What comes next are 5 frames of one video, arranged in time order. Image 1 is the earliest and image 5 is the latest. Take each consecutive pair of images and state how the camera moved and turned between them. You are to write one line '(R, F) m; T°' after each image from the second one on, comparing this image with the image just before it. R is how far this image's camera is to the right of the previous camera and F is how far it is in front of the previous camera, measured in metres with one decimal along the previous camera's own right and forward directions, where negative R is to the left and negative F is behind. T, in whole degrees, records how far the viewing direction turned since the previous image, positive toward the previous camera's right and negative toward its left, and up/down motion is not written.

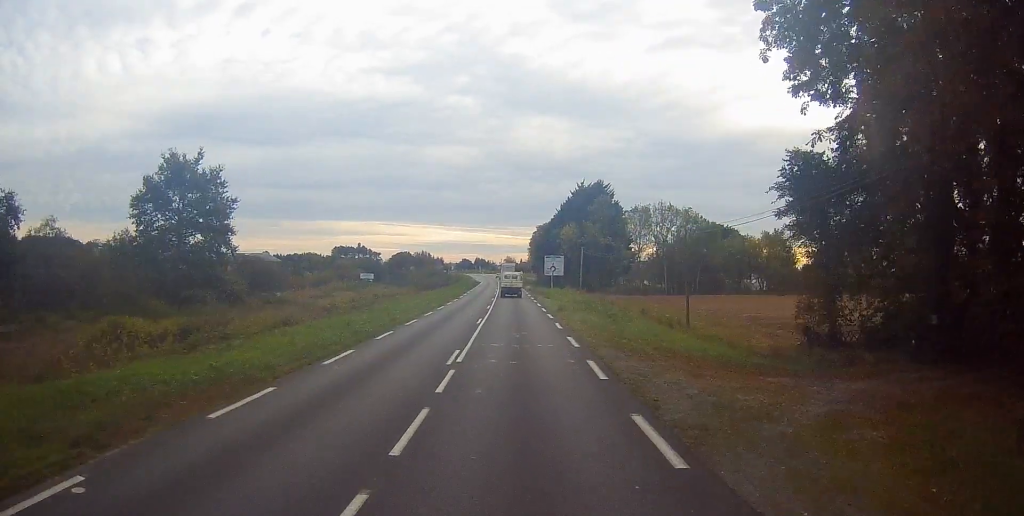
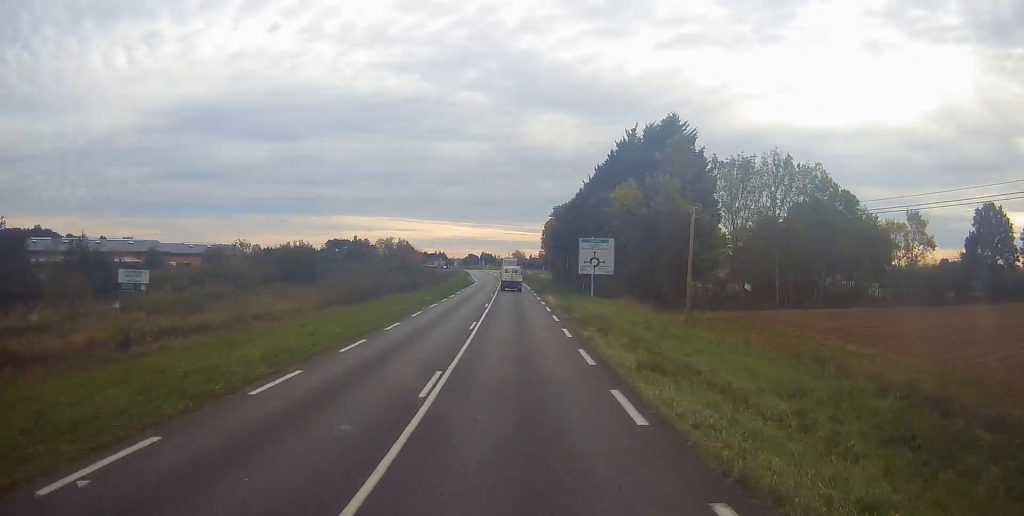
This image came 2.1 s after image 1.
(-1.4, +45.4) m; -3°
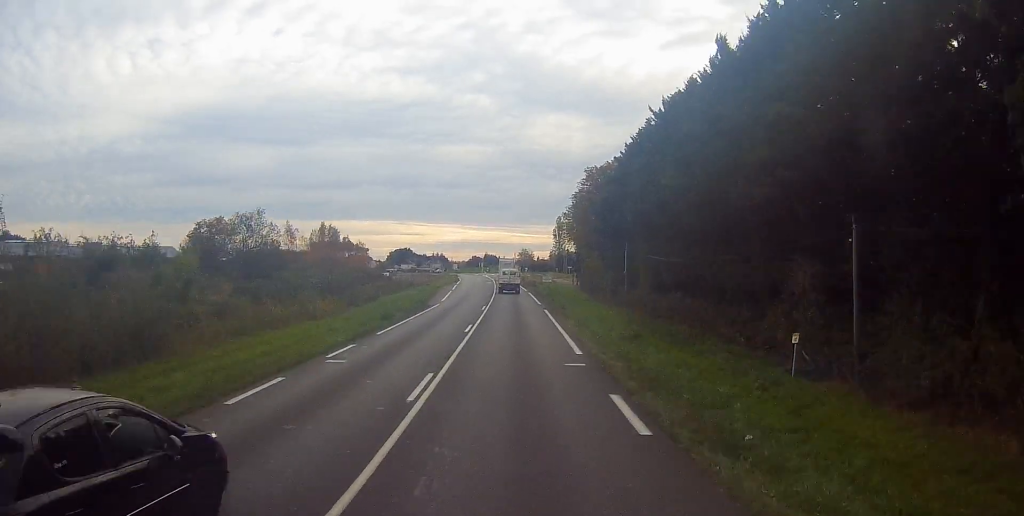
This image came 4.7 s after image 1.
(-0.2, +54.4) m; -1°
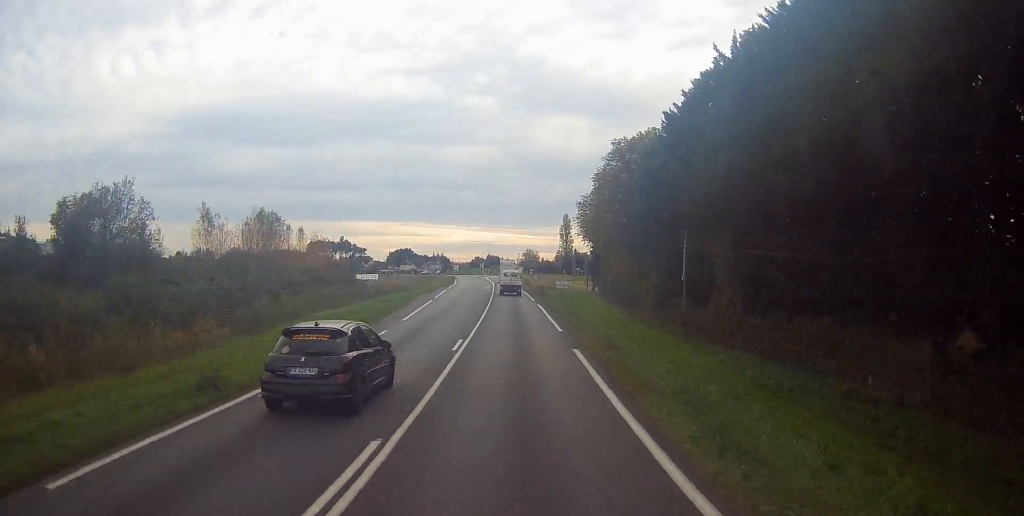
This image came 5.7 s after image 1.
(+0.2, +18.6) m; +1°
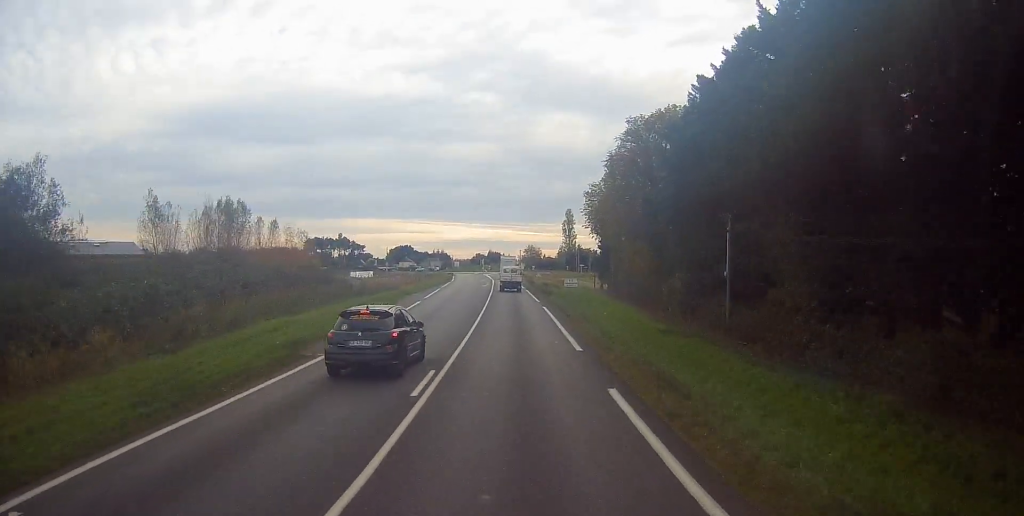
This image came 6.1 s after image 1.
(0.0, +7.6) m; 0°
